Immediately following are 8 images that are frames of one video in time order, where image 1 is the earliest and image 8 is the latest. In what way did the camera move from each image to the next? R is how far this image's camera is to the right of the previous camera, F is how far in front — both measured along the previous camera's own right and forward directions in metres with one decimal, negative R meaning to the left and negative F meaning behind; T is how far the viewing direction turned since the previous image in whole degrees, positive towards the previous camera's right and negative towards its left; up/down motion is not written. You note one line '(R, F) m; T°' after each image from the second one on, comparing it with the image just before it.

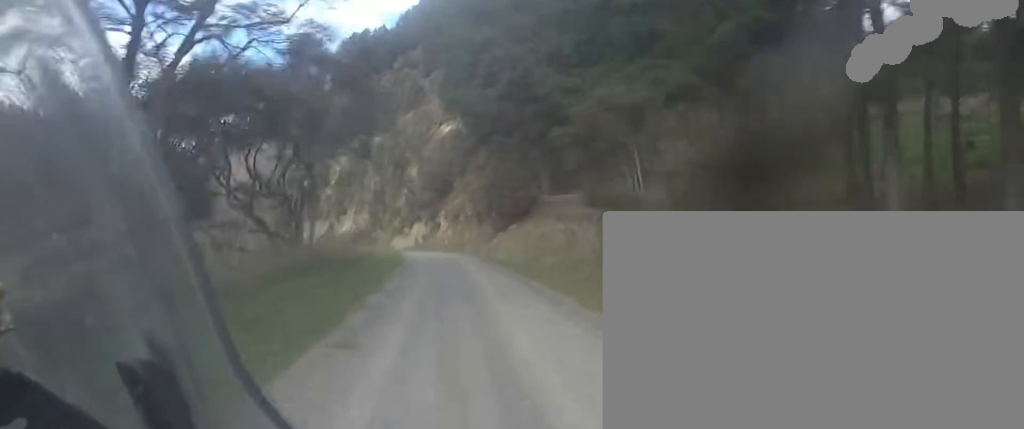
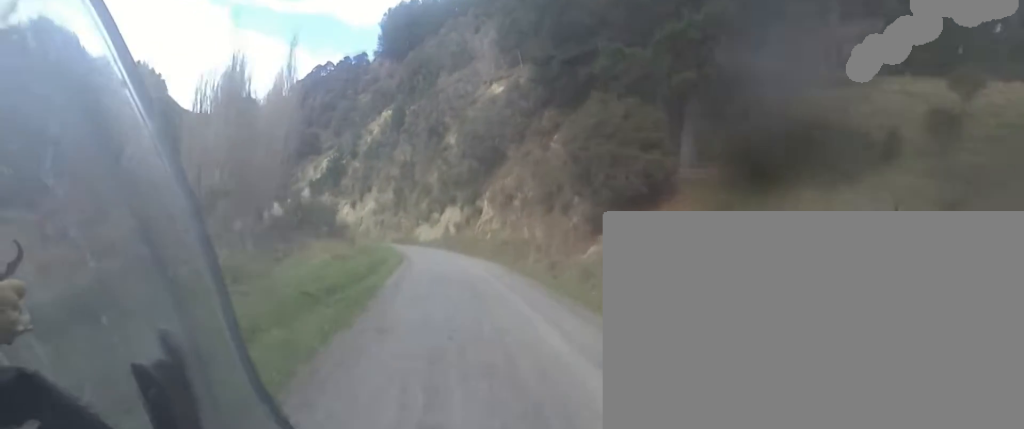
(-0.5, +21.6) m; -2°
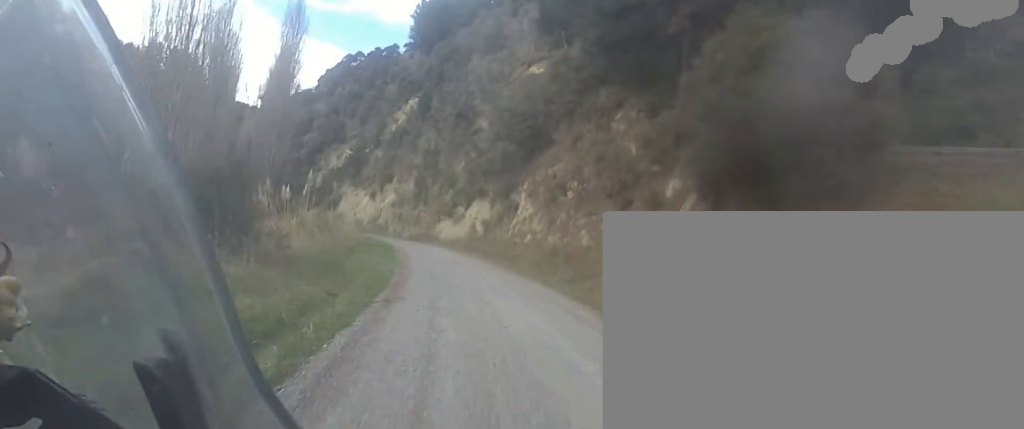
(-0.3, +9.5) m; -4°
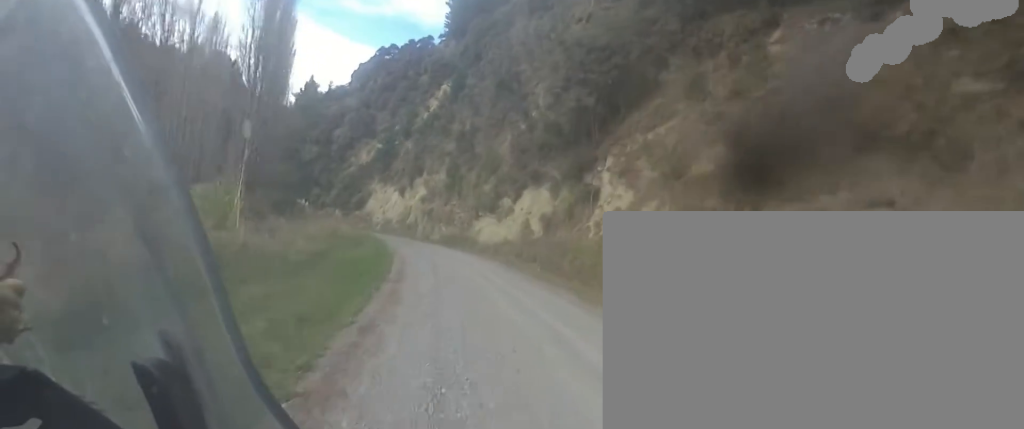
(-0.8, +12.9) m; -5°
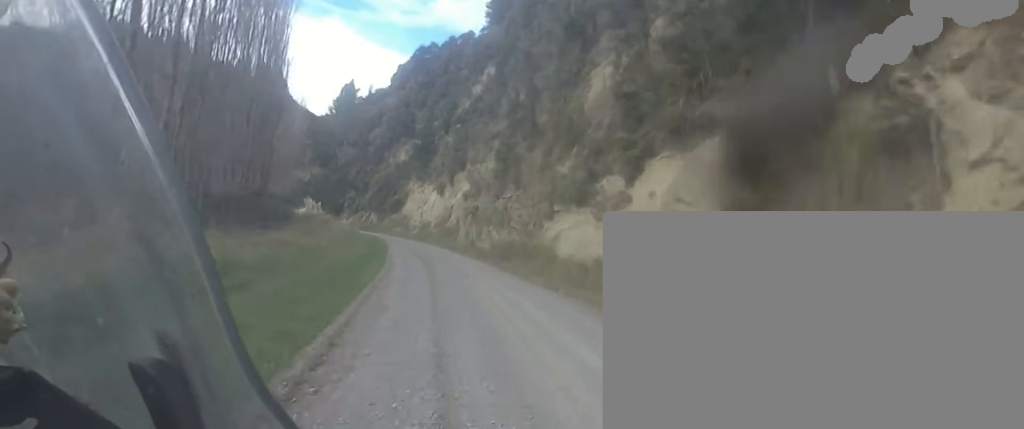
(-0.5, +16.0) m; -7°
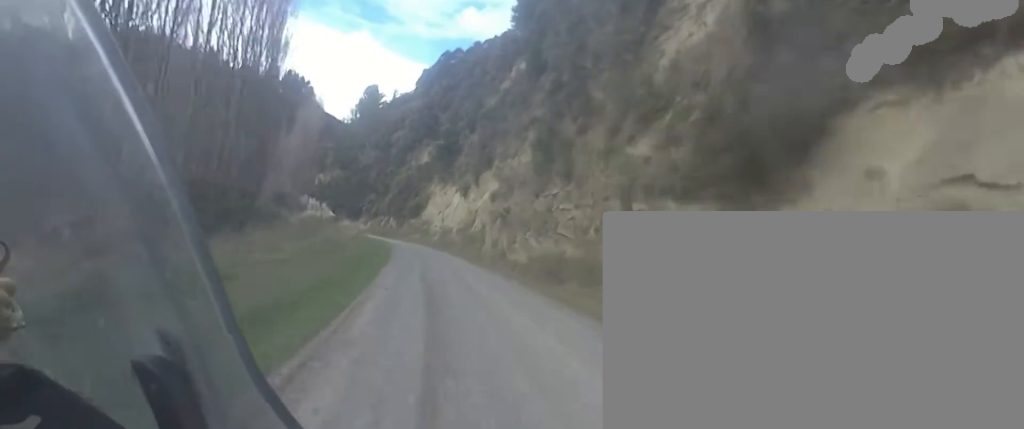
(-0.5, +8.5) m; -2°
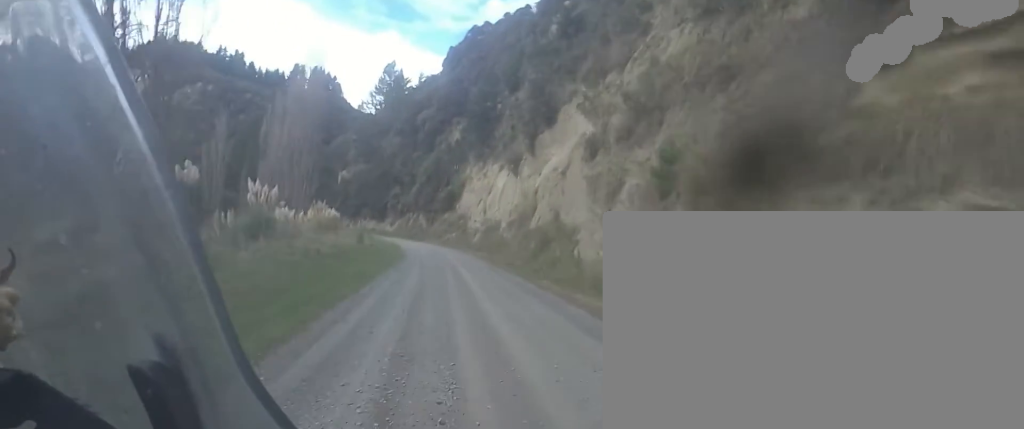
(+0.2, +19.9) m; +2°
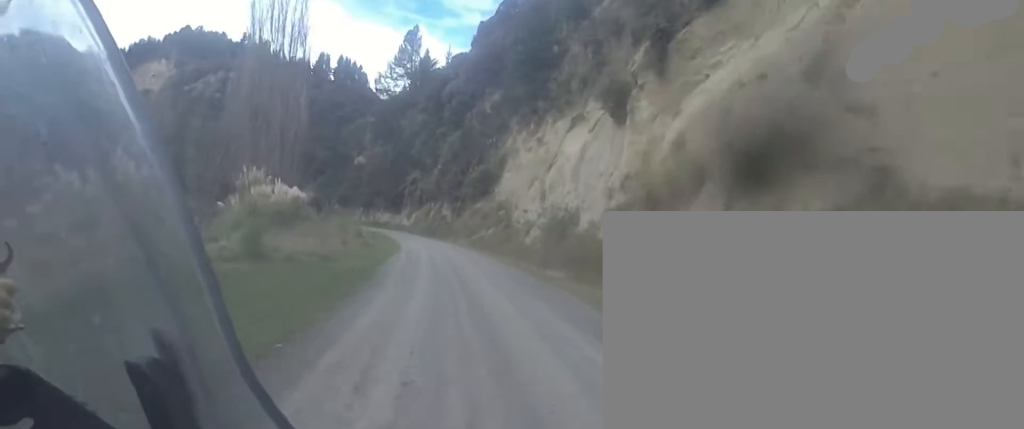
(-1.6, +22.7) m; -10°
